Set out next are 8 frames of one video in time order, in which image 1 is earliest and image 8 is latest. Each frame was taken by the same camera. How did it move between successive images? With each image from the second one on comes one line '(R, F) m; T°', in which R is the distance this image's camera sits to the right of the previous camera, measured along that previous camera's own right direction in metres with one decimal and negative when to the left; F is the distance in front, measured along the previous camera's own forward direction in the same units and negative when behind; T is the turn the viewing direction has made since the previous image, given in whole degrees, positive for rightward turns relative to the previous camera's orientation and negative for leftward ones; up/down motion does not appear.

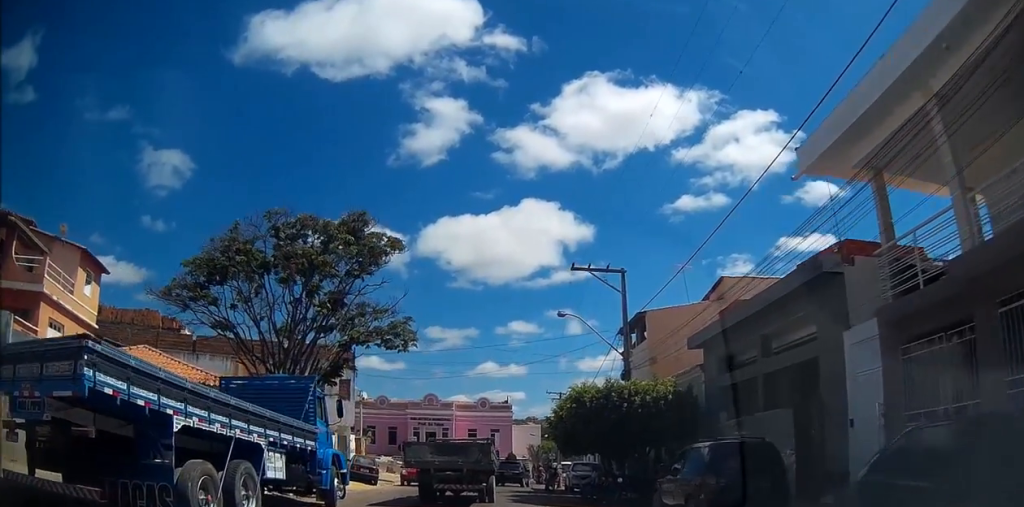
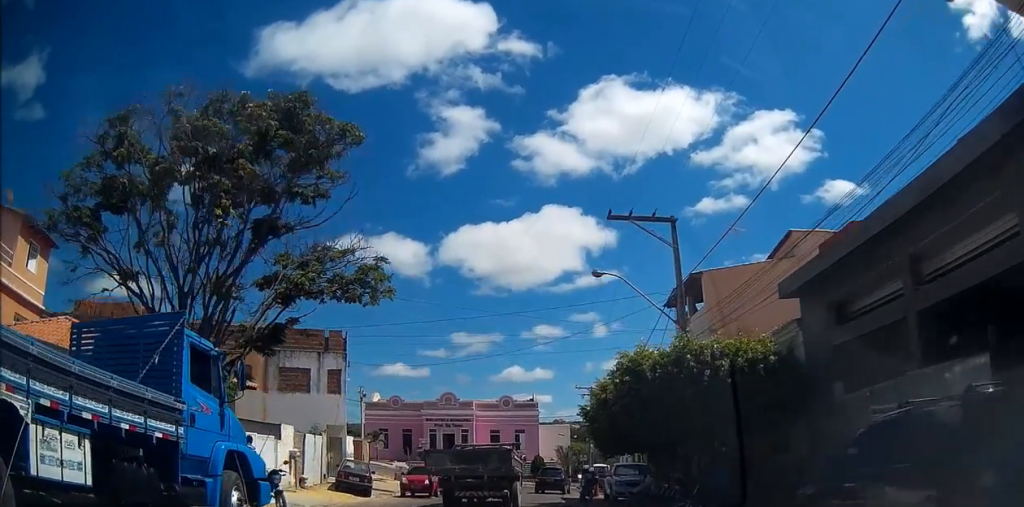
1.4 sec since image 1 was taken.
(-0.6, +5.4) m; -3°
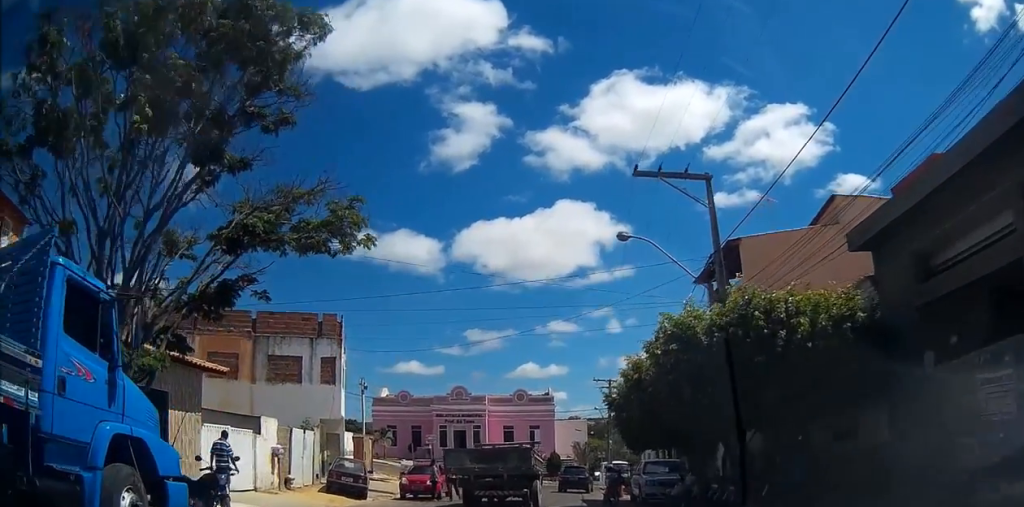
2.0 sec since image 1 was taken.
(+0.1, +2.9) m; +4°
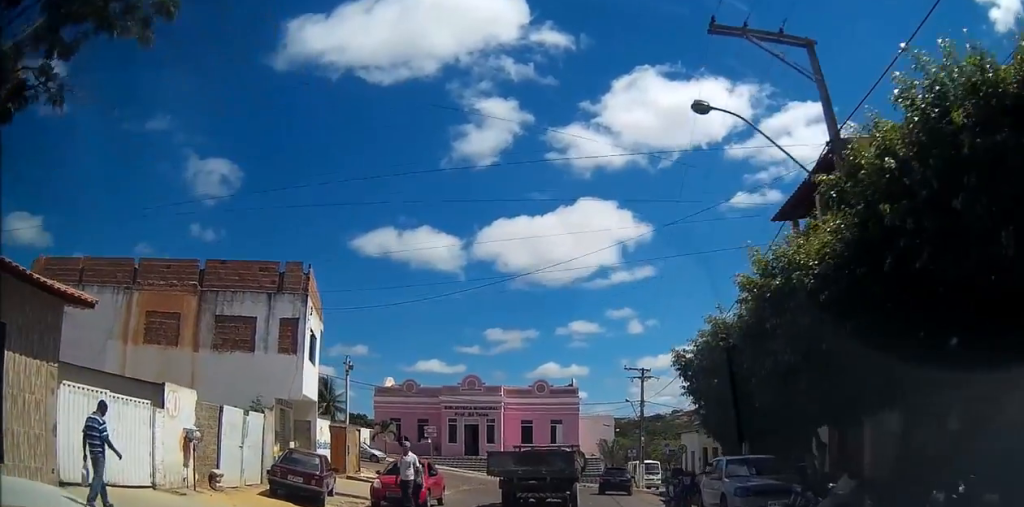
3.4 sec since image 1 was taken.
(+0.1, +6.8) m; -4°
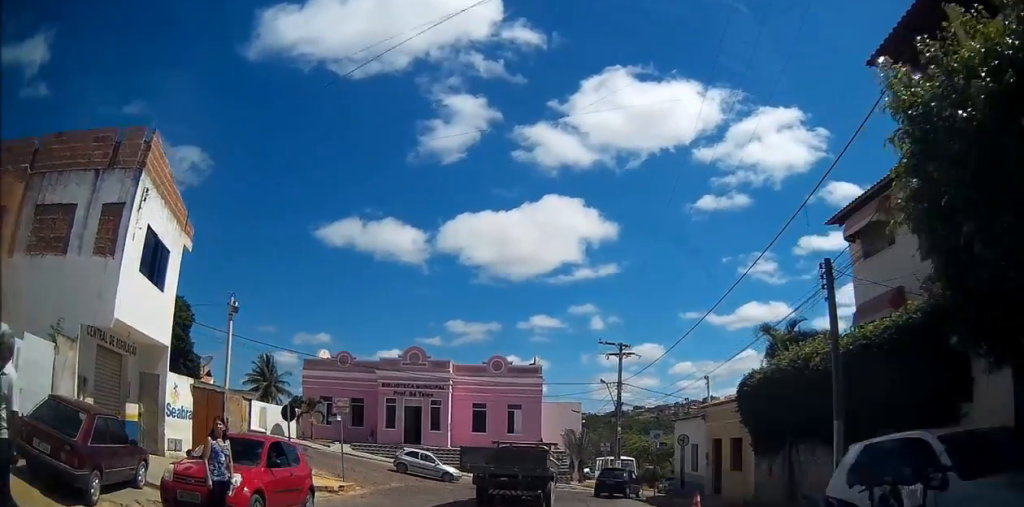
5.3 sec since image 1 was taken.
(-0.6, +8.3) m; -1°
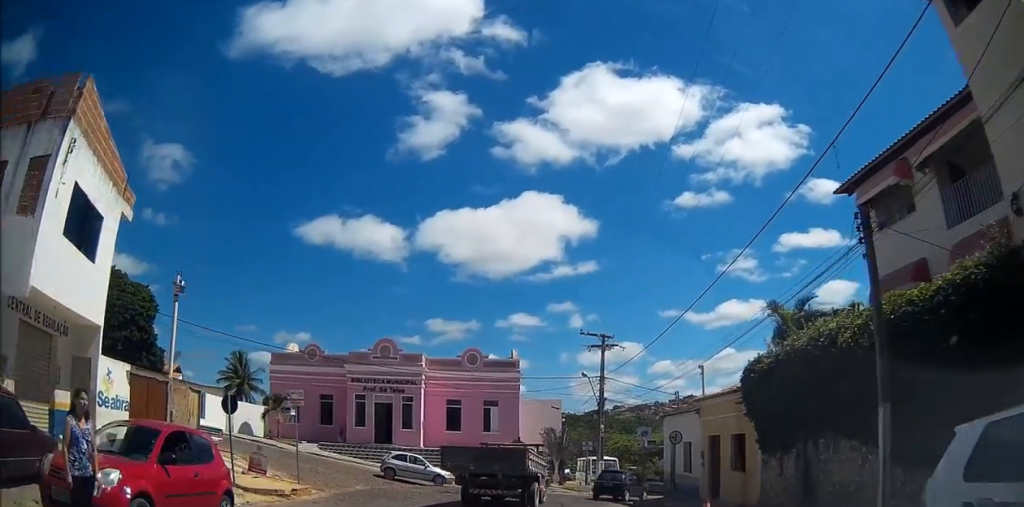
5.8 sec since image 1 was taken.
(+0.1, +2.3) m; +5°
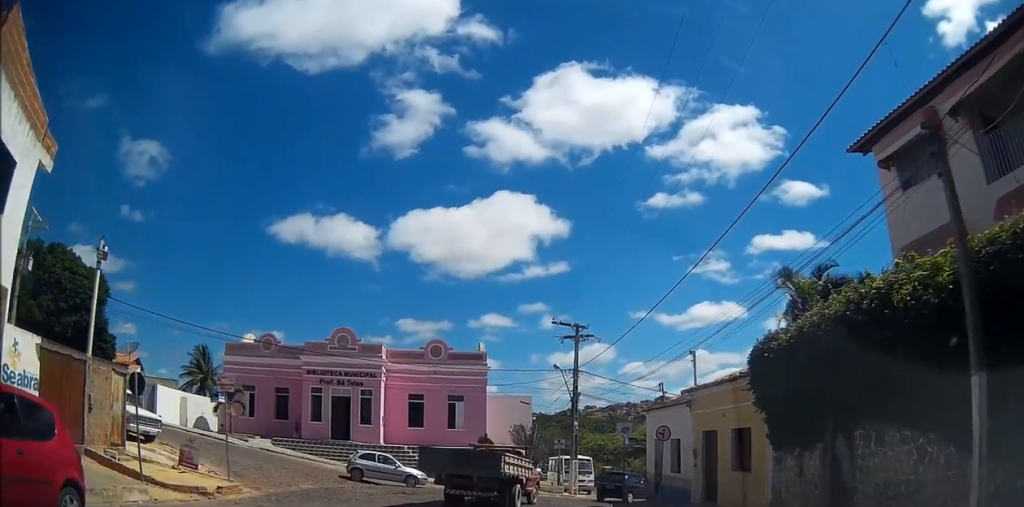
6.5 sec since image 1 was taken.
(+0.2, +3.0) m; +5°
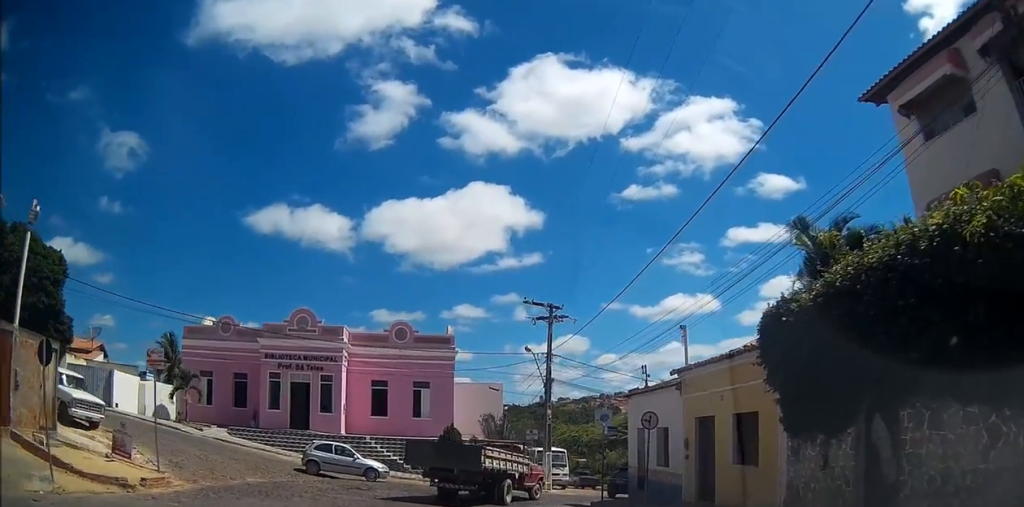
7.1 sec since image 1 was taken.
(+0.1, +2.7) m; +3°
